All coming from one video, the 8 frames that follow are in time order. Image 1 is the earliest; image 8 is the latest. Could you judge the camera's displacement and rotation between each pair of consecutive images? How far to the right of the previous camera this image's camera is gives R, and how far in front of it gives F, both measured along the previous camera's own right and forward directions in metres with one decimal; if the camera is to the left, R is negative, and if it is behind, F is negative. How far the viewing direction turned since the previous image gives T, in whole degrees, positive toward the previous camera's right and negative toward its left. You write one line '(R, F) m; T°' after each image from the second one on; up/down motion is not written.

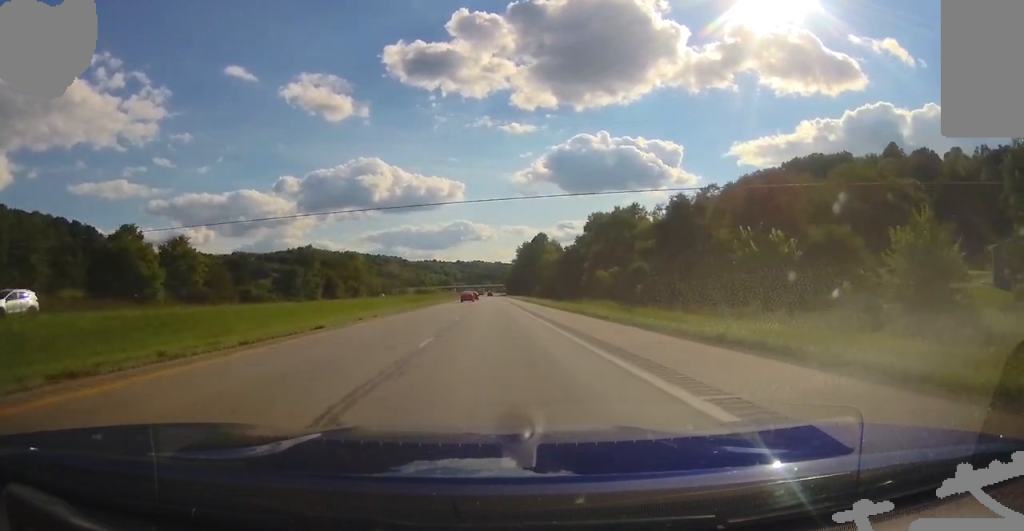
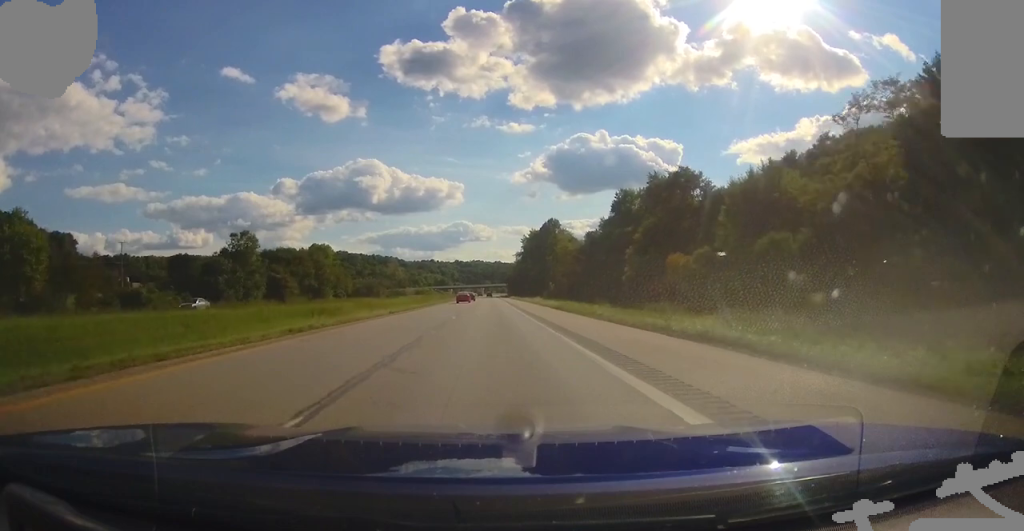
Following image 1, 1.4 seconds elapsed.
(+0.2, +46.7) m; 0°
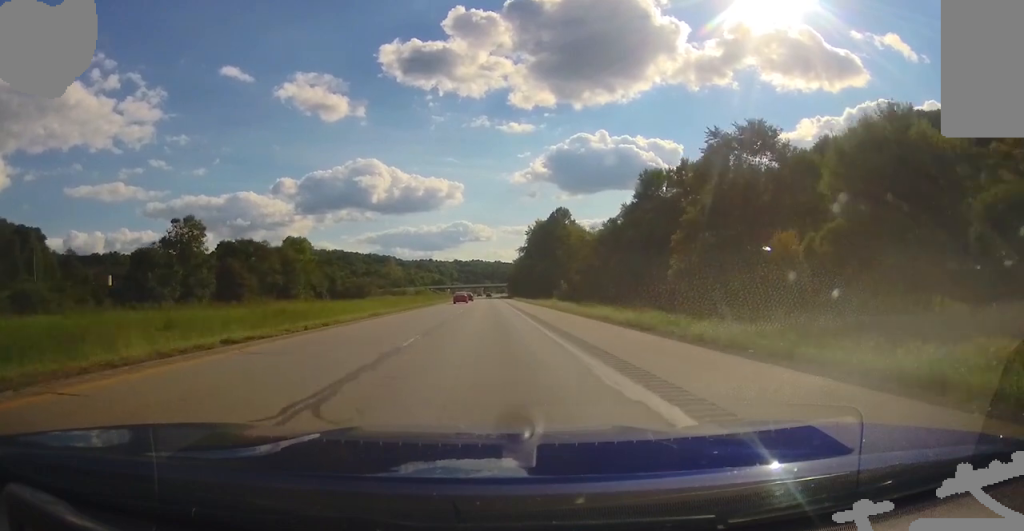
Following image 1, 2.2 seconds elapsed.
(+0.1, +25.9) m; 0°
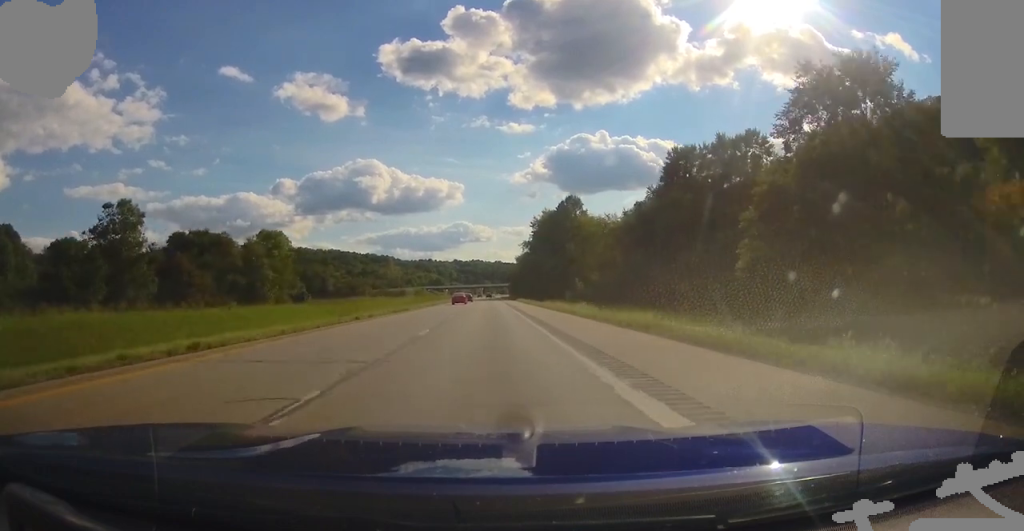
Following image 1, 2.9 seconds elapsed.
(-0.1, +21.6) m; 0°
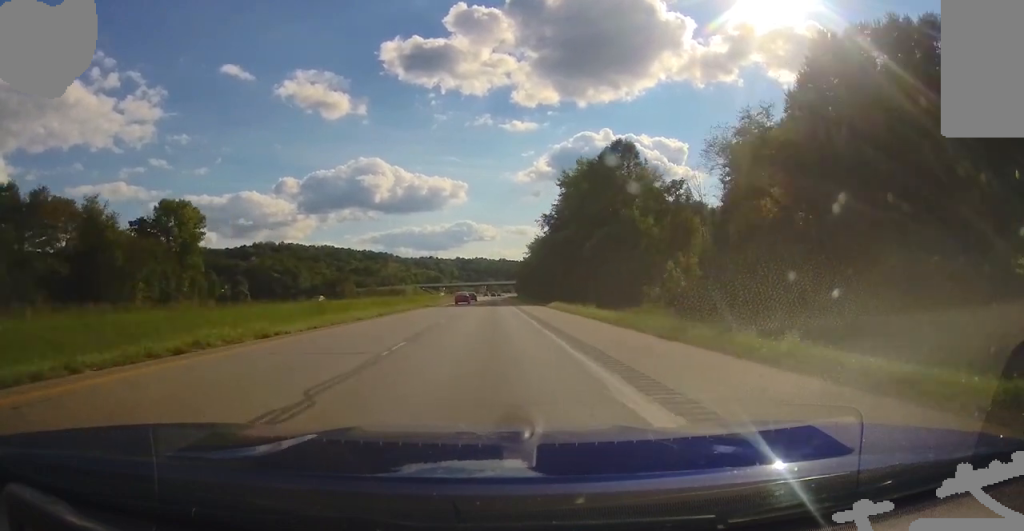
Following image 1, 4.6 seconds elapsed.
(0.0, +53.9) m; 0°
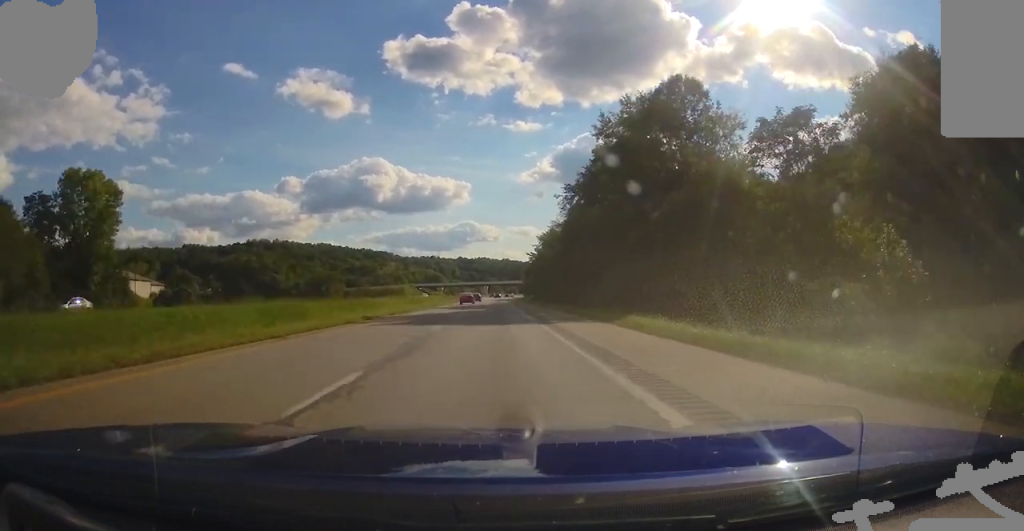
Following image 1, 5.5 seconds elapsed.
(-0.1, +29.9) m; 0°
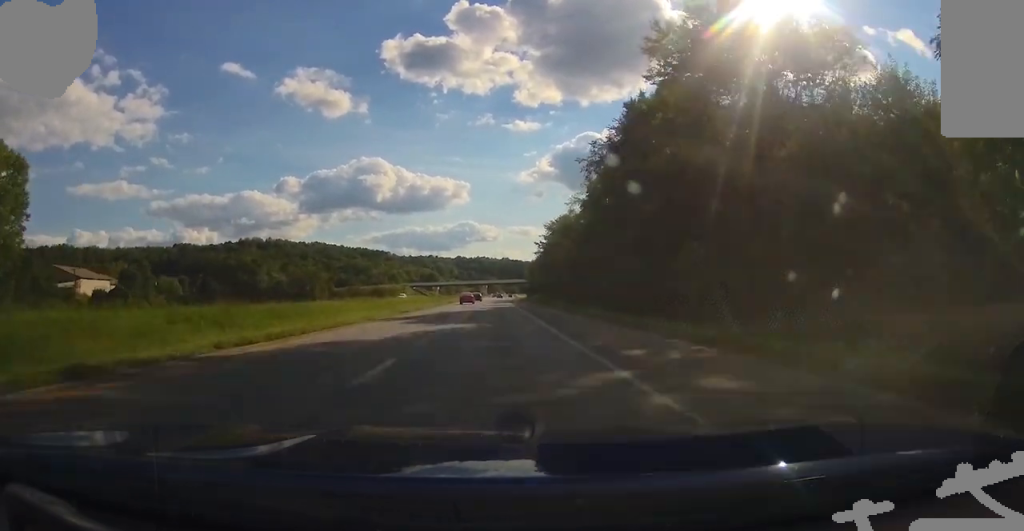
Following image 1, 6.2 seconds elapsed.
(0.0, +22.4) m; 0°
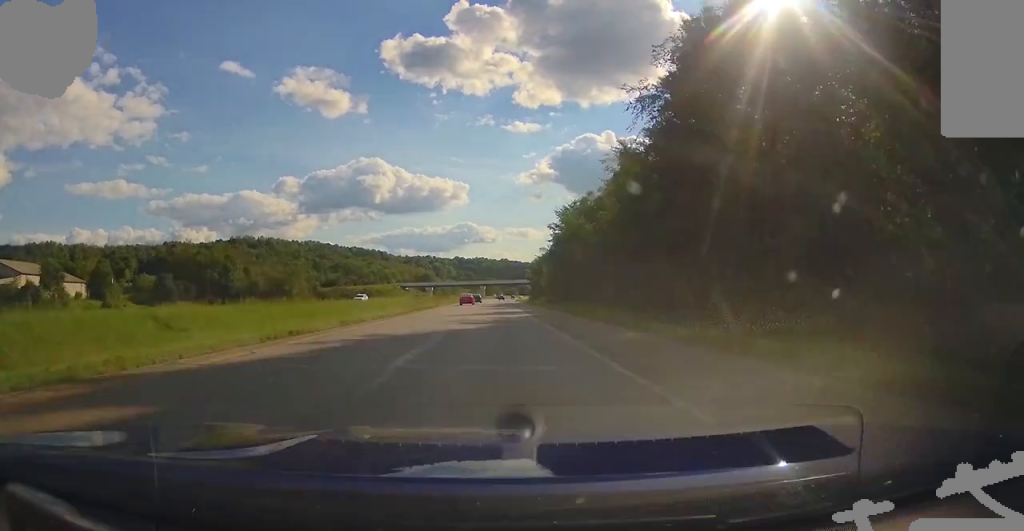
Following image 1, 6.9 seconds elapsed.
(+0.1, +22.5) m; 0°
